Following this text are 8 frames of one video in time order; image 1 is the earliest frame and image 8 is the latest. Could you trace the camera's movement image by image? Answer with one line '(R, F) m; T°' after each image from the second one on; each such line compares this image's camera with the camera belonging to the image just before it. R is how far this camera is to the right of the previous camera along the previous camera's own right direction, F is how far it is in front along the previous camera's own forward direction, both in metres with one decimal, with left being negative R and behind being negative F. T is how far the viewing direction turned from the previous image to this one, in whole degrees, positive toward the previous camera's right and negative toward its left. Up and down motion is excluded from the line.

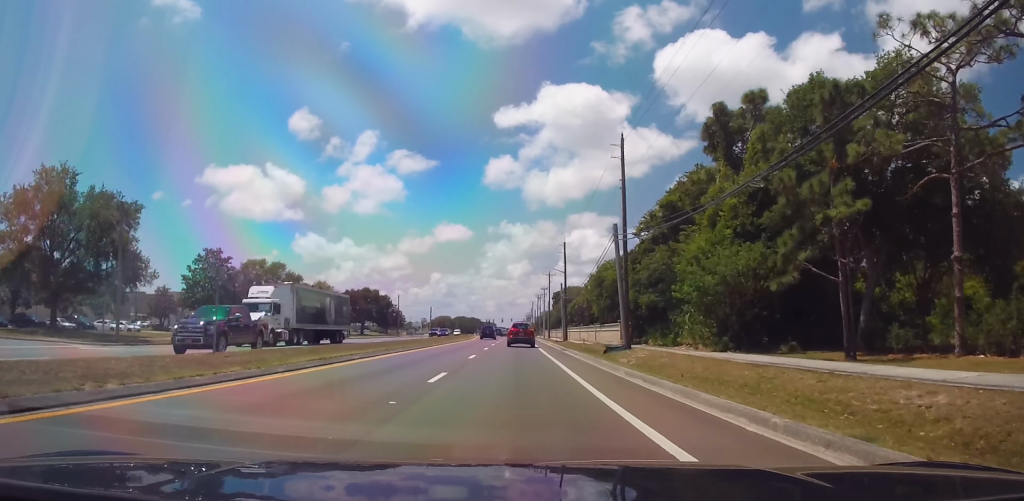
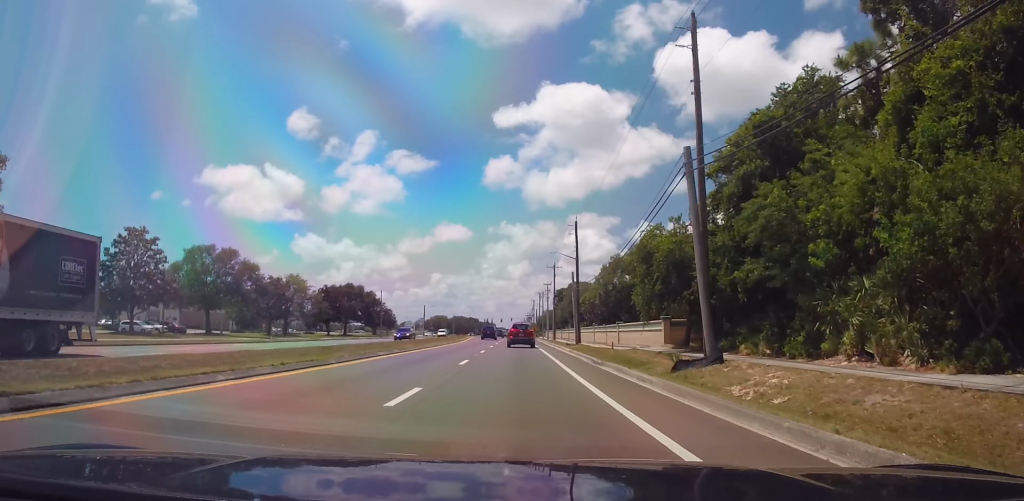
(0.0, +17.0) m; 0°
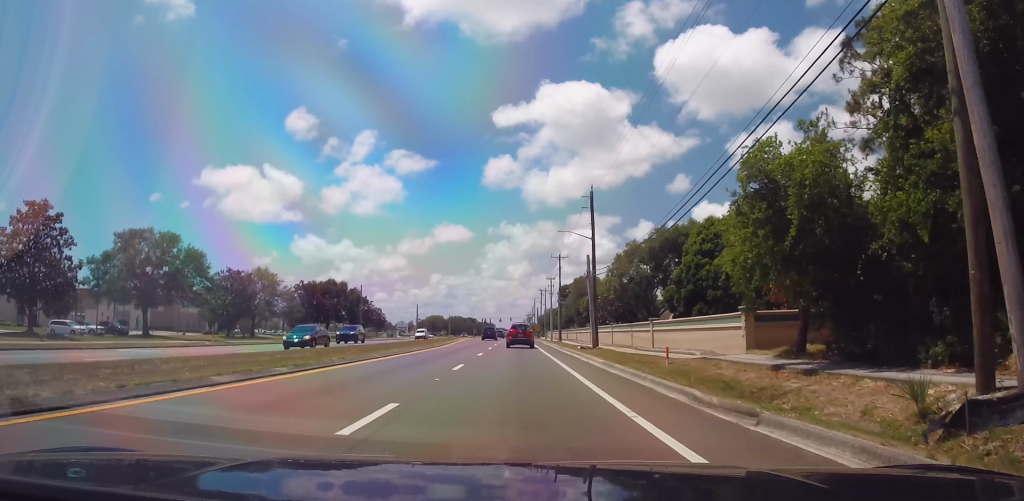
(0.0, +14.9) m; 0°
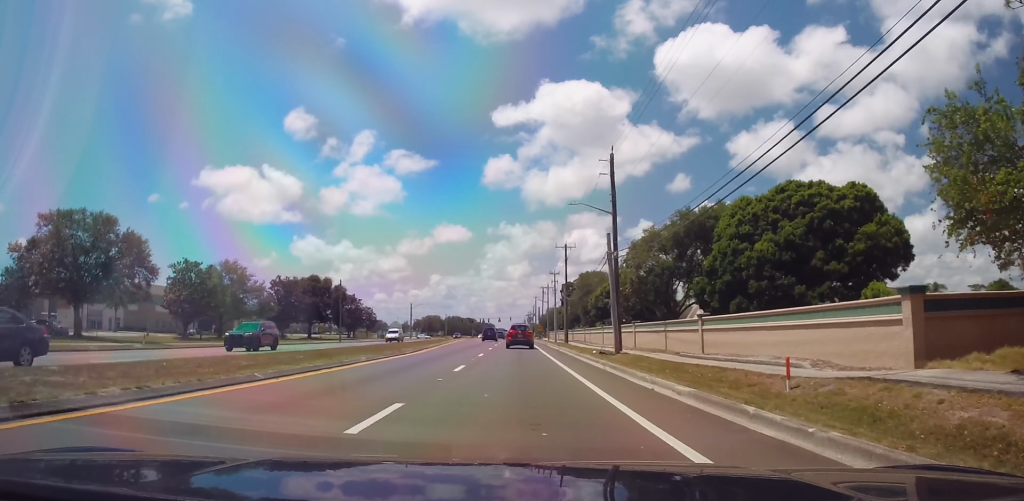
(0.0, +11.8) m; 0°
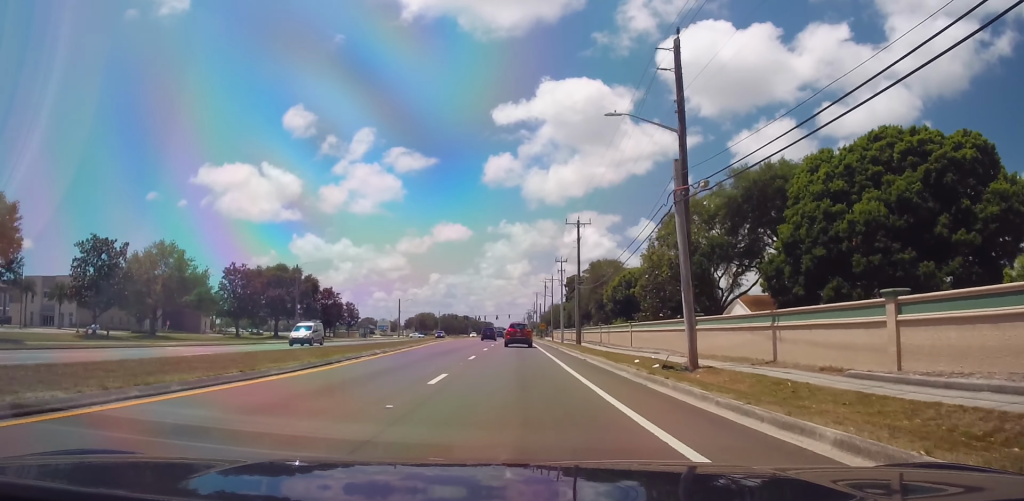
(0.0, +17.5) m; 0°
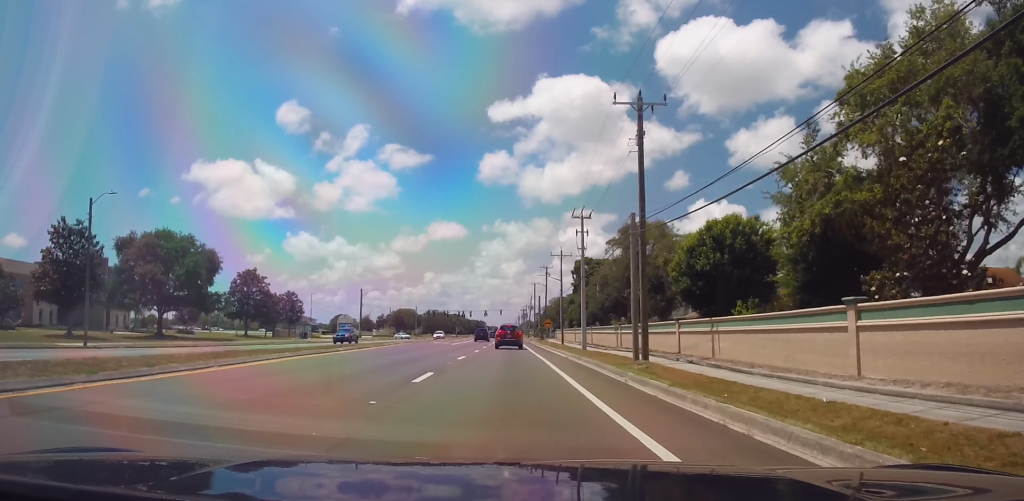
(0.0, +36.0) m; 0°
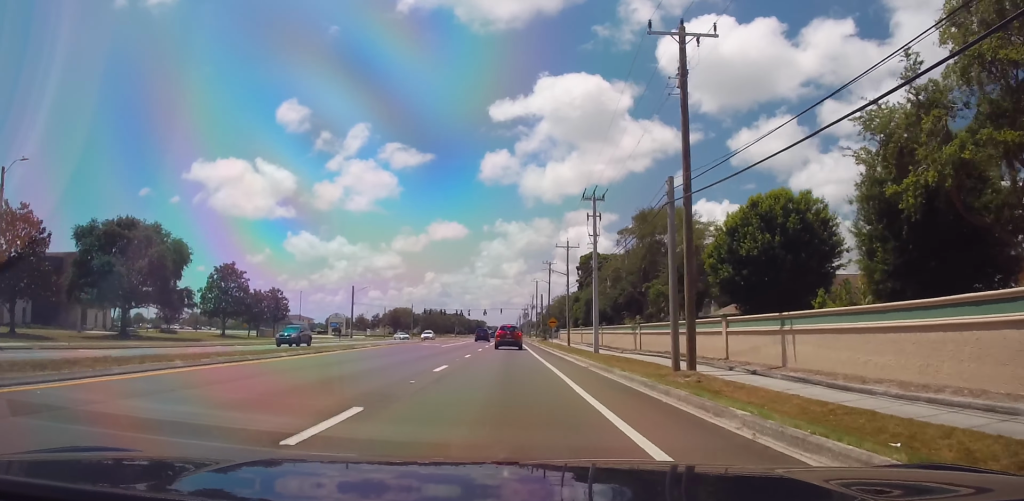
(0.0, +7.9) m; 0°
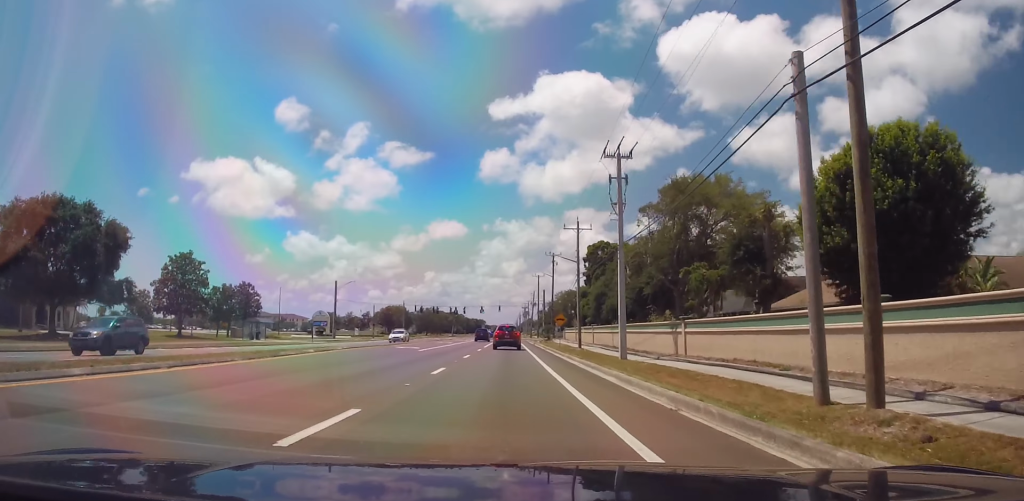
(0.0, +12.0) m; 0°
